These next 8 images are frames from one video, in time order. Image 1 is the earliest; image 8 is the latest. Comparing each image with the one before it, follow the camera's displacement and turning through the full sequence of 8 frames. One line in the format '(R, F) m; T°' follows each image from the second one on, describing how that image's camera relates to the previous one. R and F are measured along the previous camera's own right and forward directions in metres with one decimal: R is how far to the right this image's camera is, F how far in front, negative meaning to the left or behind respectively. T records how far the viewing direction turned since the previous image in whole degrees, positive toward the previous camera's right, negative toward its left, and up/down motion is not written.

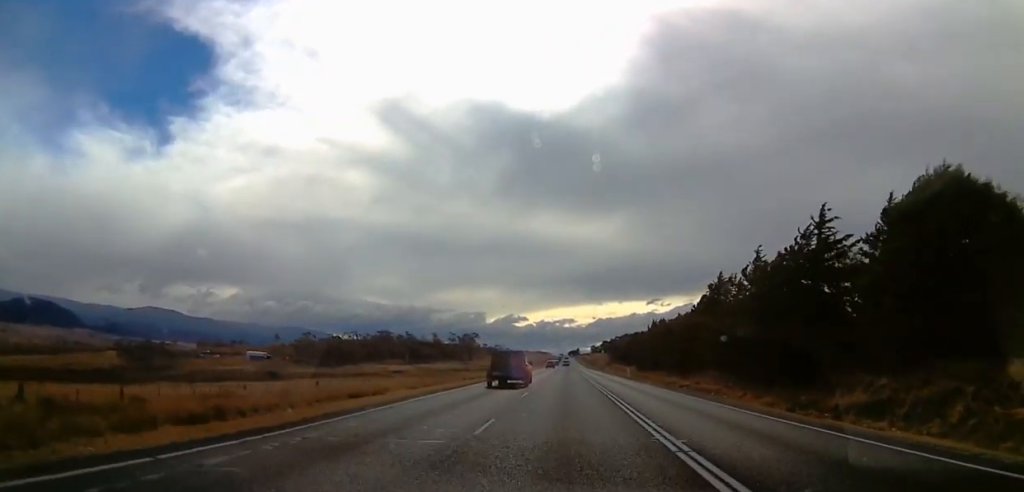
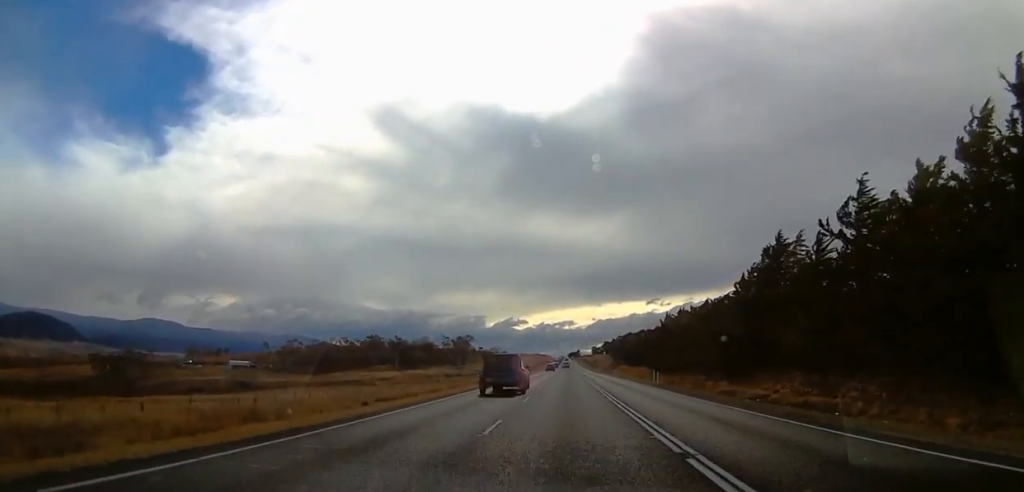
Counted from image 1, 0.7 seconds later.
(0.0, +23.4) m; 0°
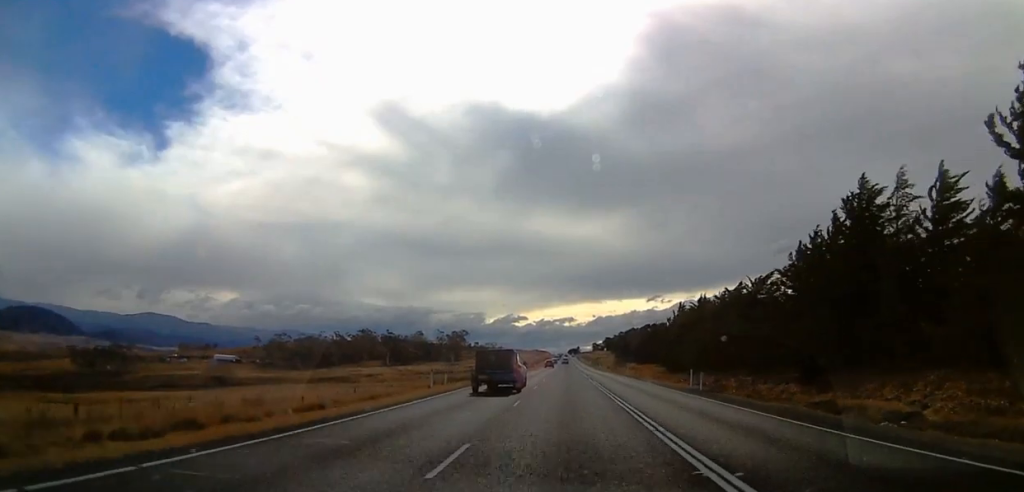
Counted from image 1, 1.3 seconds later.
(0.0, +19.5) m; 0°
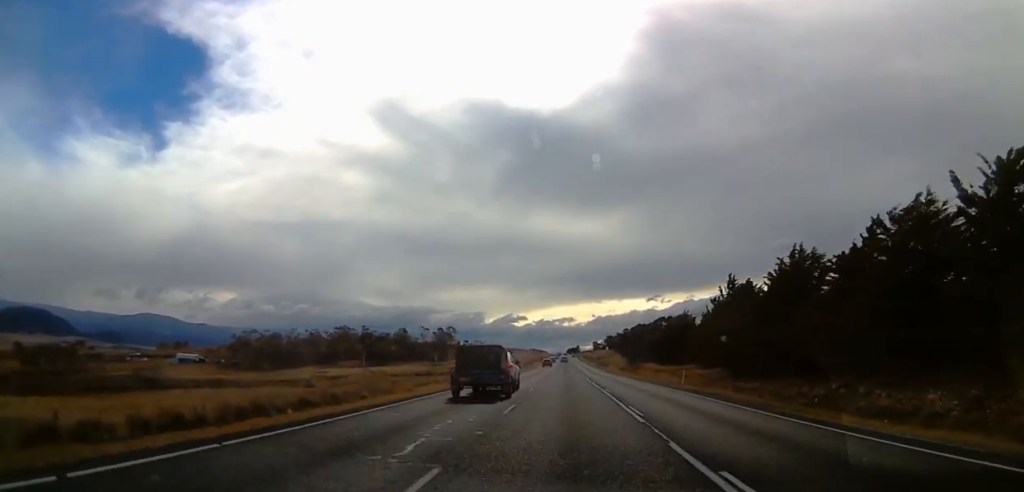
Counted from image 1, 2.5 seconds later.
(-0.1, +43.1) m; 0°
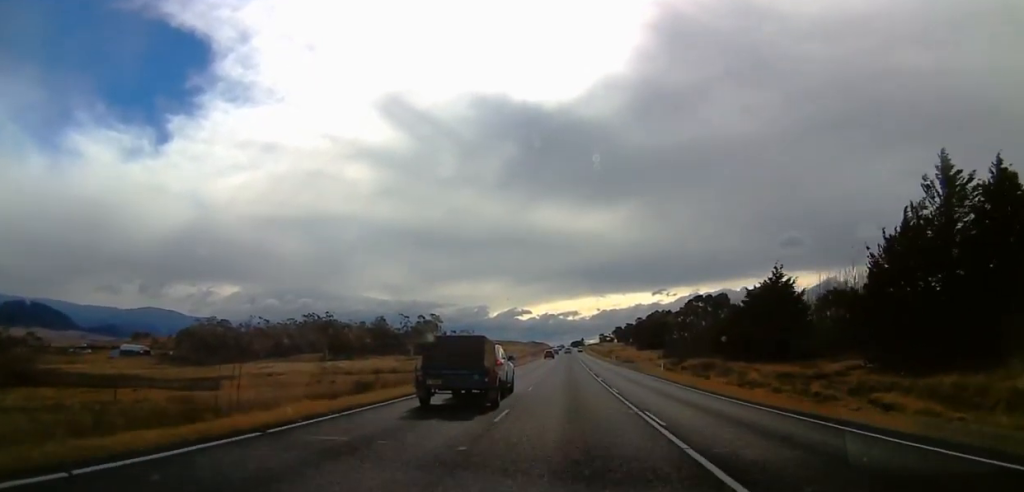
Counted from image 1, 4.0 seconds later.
(-0.2, +54.4) m; 0°
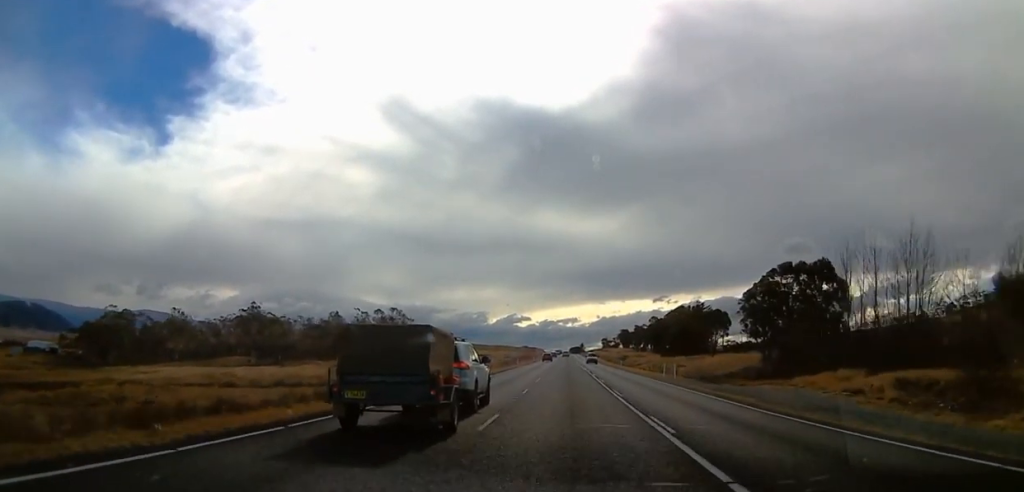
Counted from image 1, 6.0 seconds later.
(0.0, +64.9) m; 0°
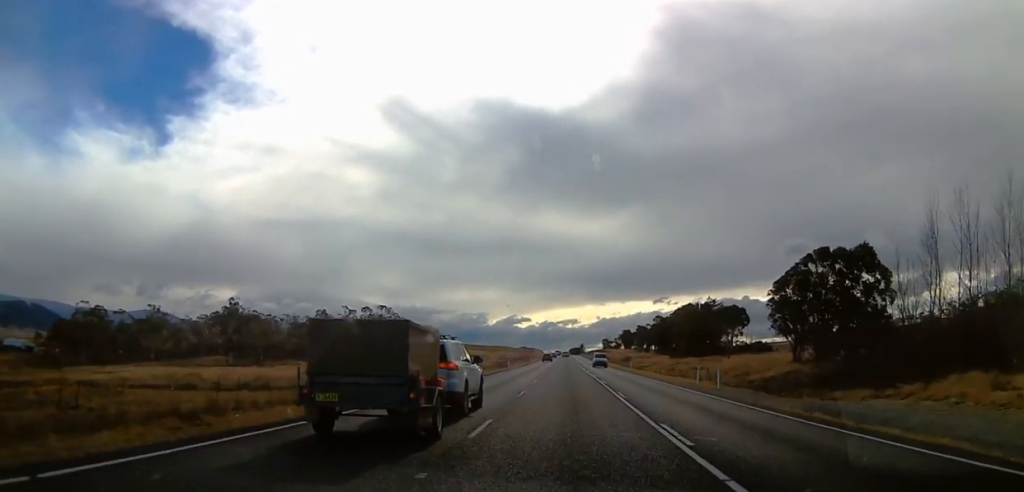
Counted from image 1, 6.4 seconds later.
(0.0, +14.2) m; 0°
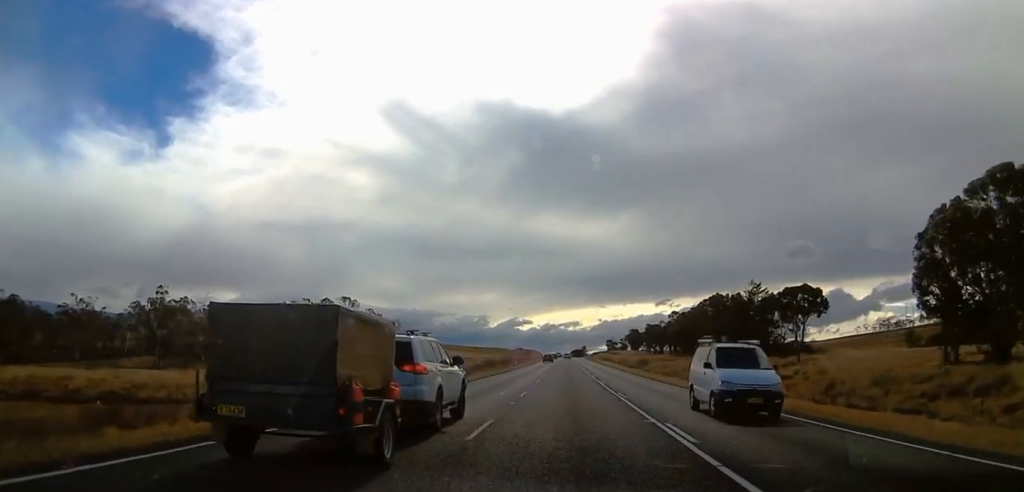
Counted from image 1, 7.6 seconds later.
(0.0, +37.8) m; 0°
